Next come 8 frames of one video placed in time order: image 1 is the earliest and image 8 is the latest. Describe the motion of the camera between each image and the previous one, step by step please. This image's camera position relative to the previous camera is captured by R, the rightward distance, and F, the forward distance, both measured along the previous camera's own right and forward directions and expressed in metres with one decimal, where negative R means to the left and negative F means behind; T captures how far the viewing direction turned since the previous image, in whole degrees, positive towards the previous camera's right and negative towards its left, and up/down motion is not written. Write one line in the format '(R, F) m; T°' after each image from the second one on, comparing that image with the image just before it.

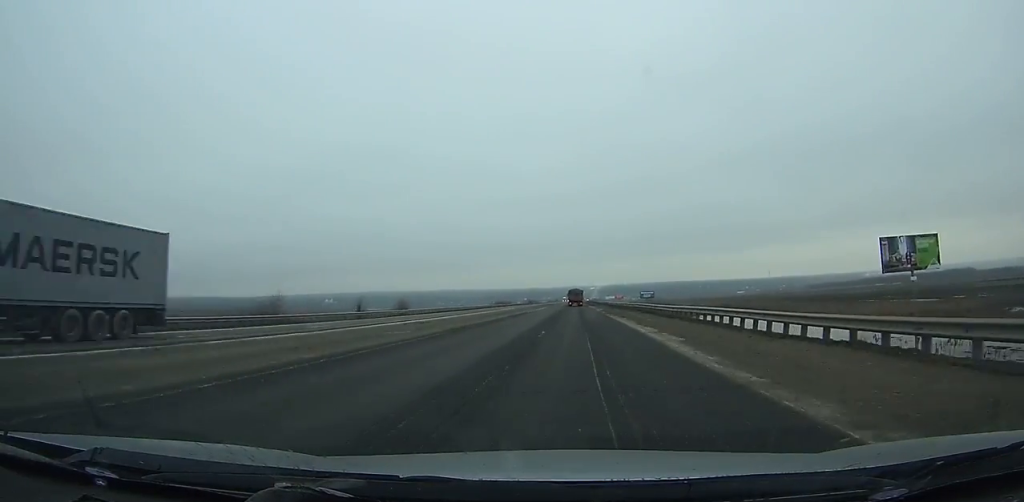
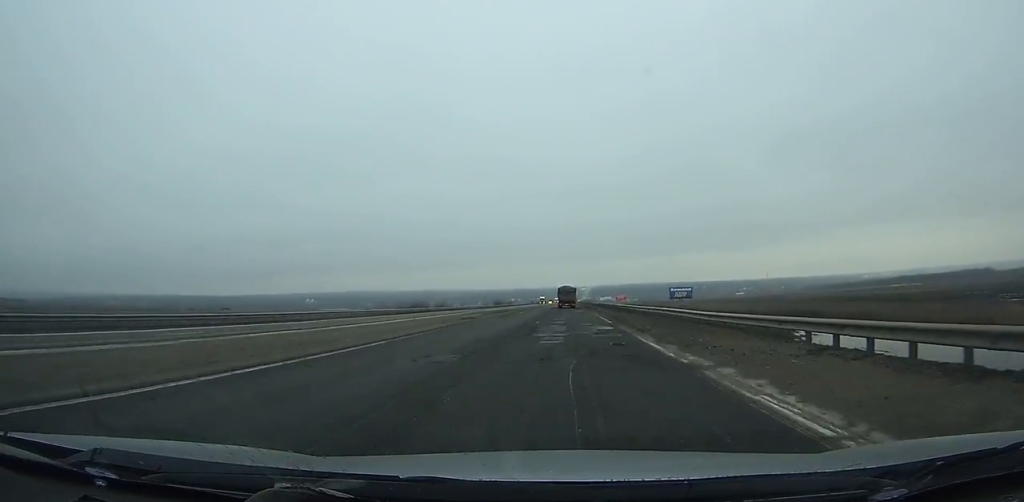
(+0.4, +95.1) m; 0°
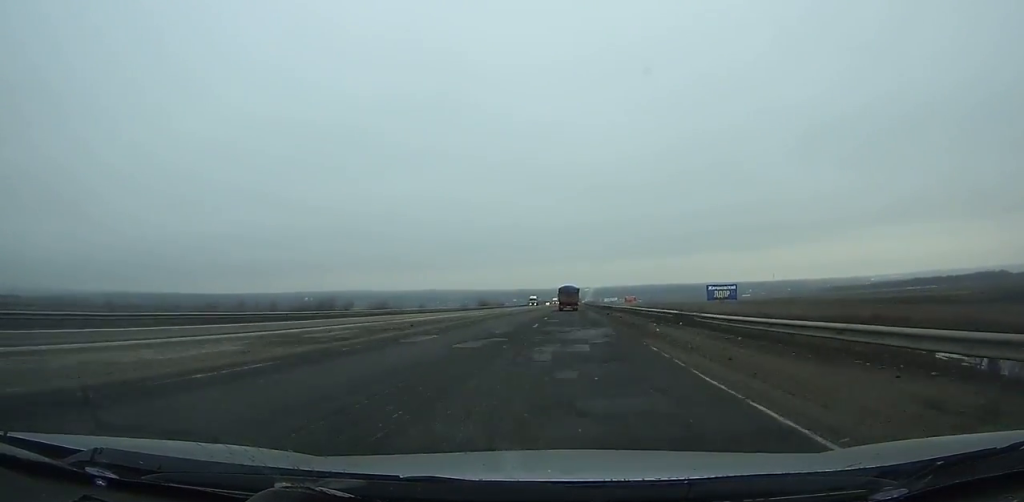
(-0.1, +40.1) m; 0°
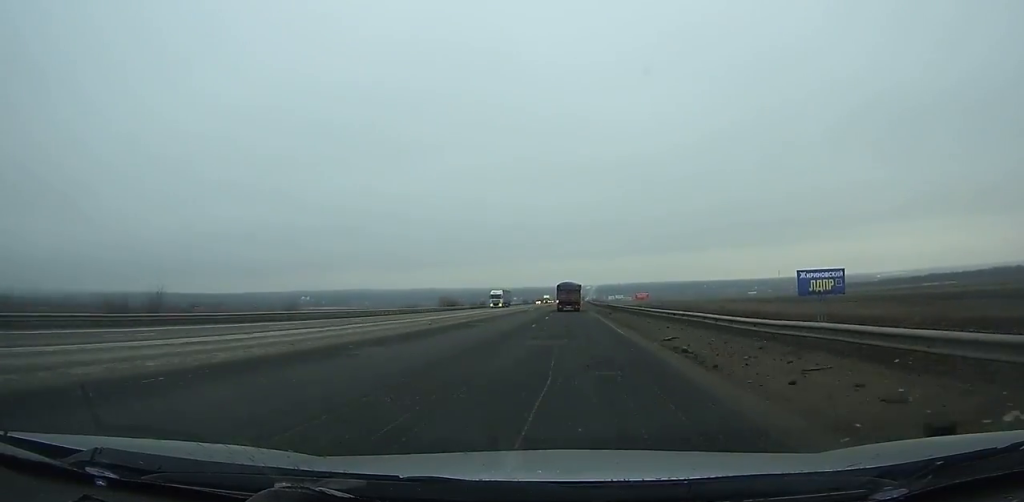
(0.0, +47.0) m; 0°
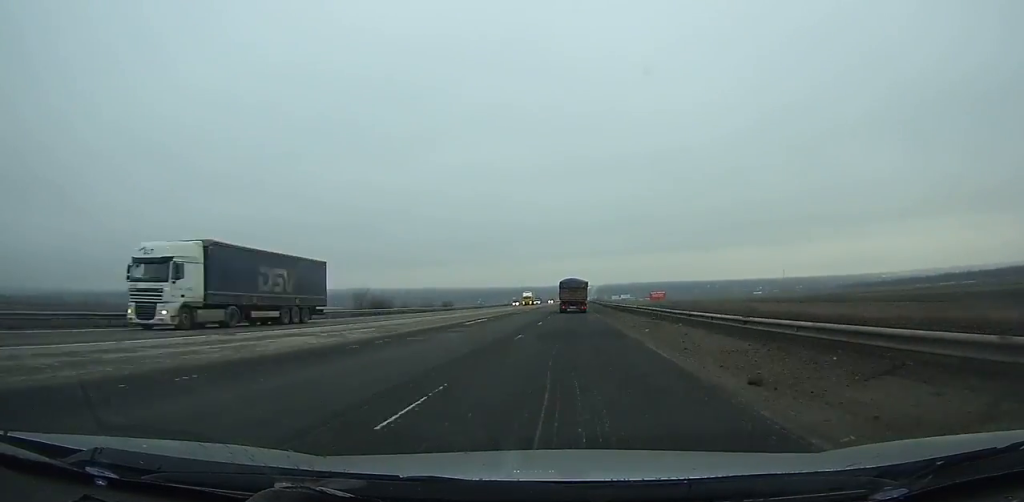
(-0.1, +46.0) m; 0°
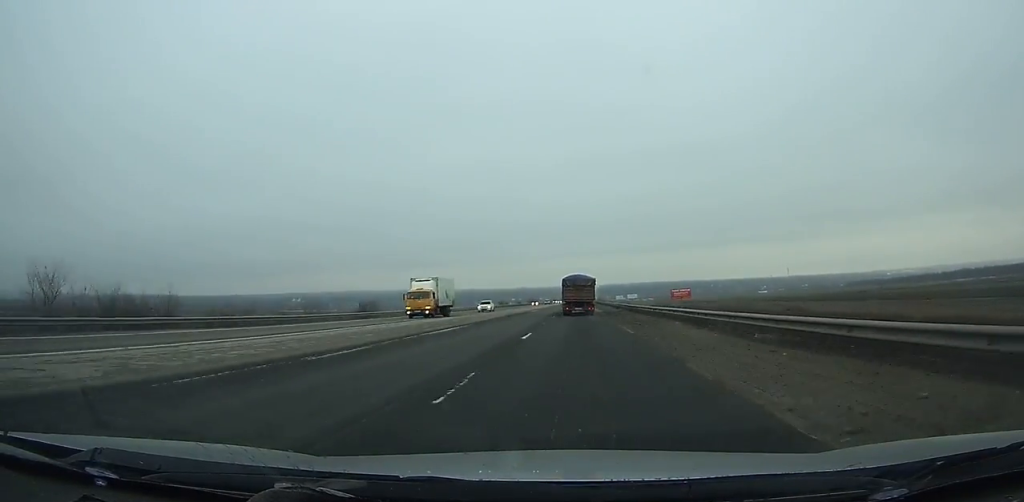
(0.0, +44.9) m; 0°
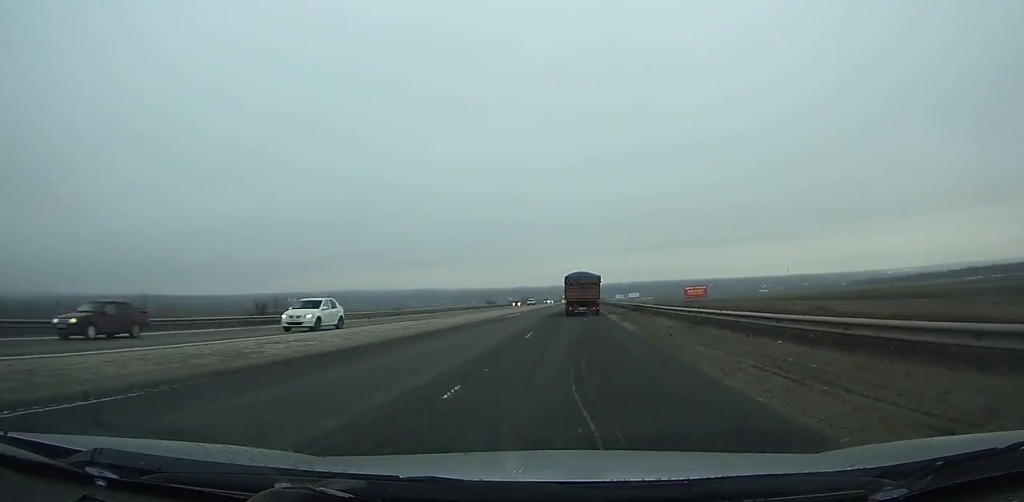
(-0.1, +23.0) m; 0°
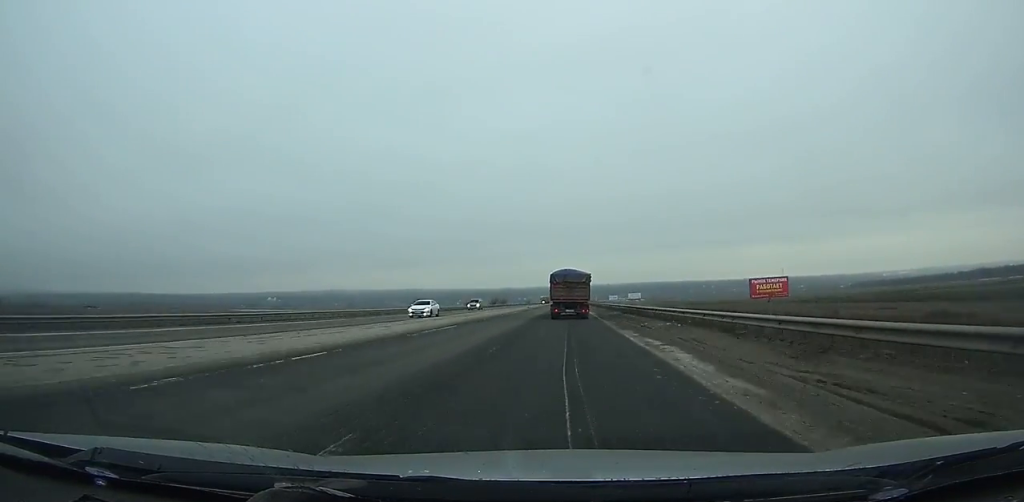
(+0.6, +64.7) m; +1°
